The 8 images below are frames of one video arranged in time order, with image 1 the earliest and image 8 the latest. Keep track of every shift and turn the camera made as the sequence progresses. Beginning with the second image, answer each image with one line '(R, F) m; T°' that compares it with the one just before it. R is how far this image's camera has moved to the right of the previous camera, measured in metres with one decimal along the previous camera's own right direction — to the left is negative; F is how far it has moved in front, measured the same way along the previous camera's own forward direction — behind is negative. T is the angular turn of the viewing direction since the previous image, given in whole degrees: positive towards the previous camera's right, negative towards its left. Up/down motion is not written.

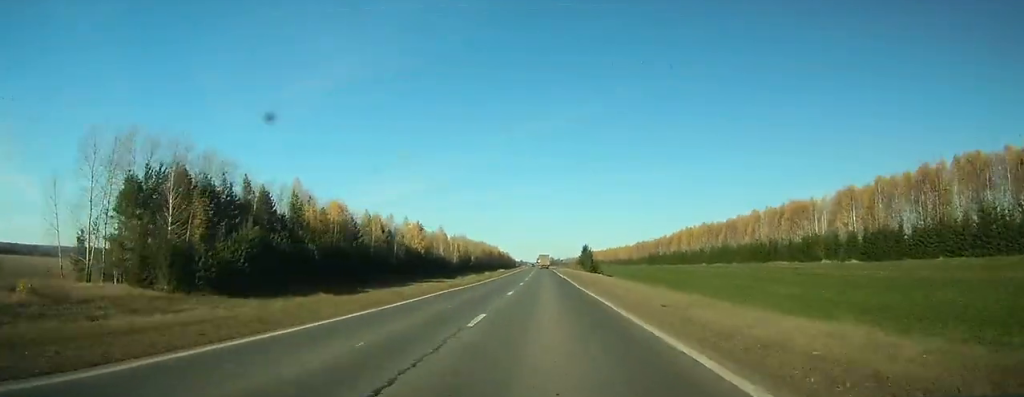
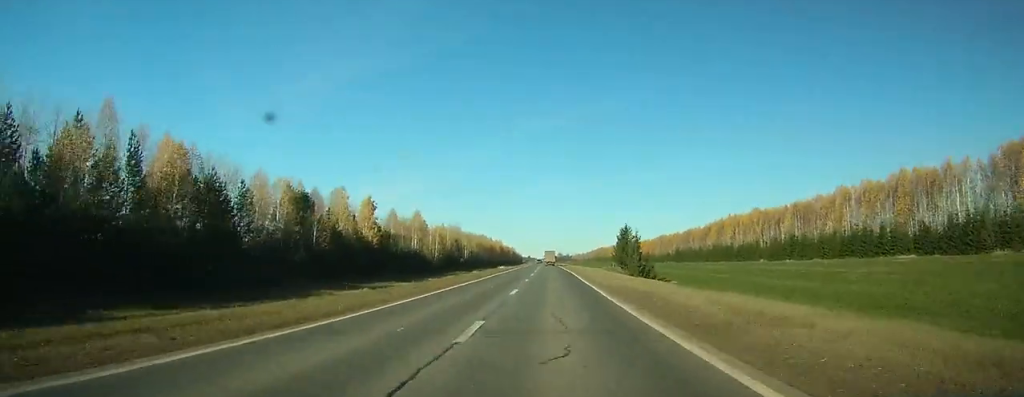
(-0.3, +48.8) m; 0°
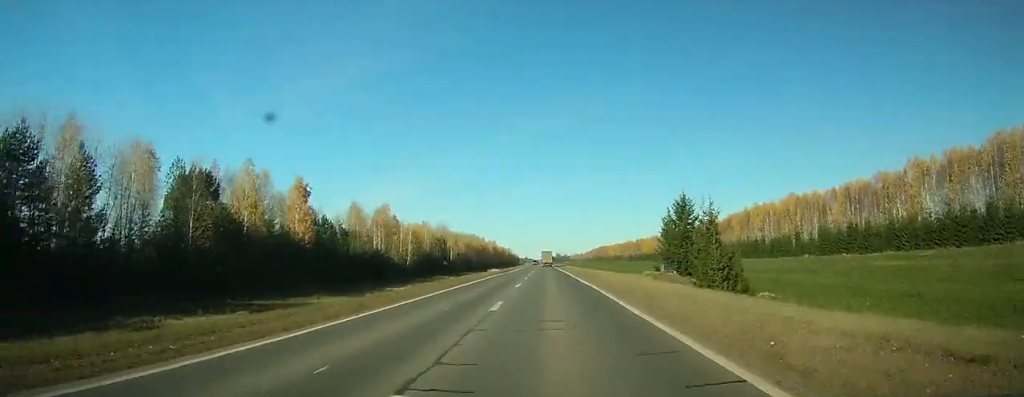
(-0.1, +31.2) m; 0°
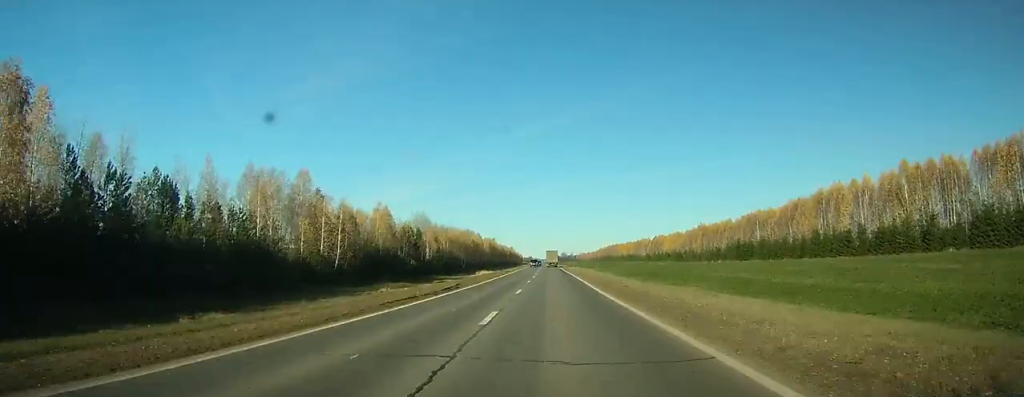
(-0.2, +51.6) m; 0°
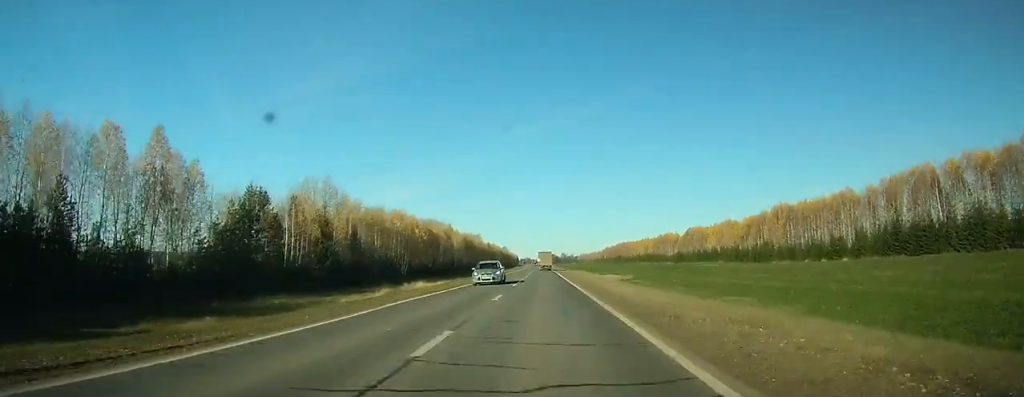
(-0.5, +86.1) m; -1°
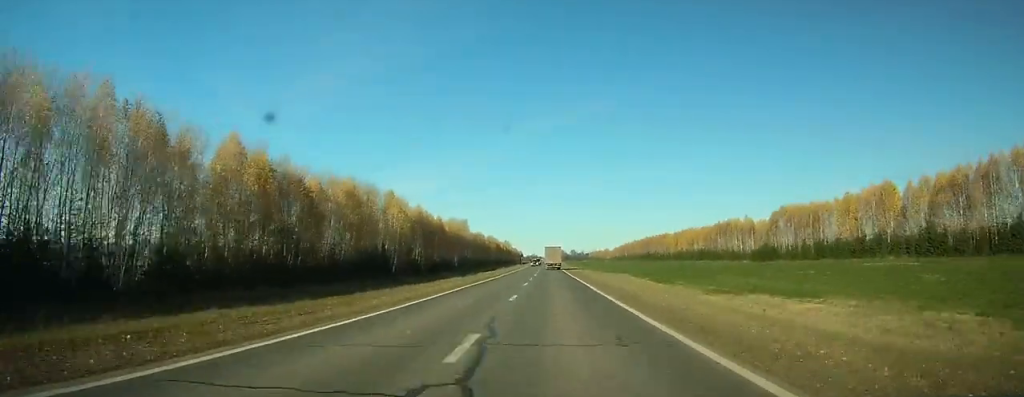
(-1.0, +91.9) m; -1°
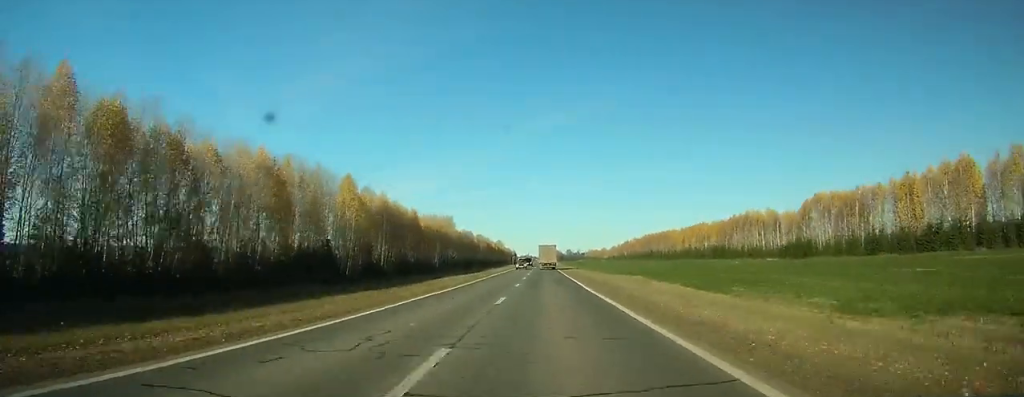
(+0.1, +26.4) m; 0°
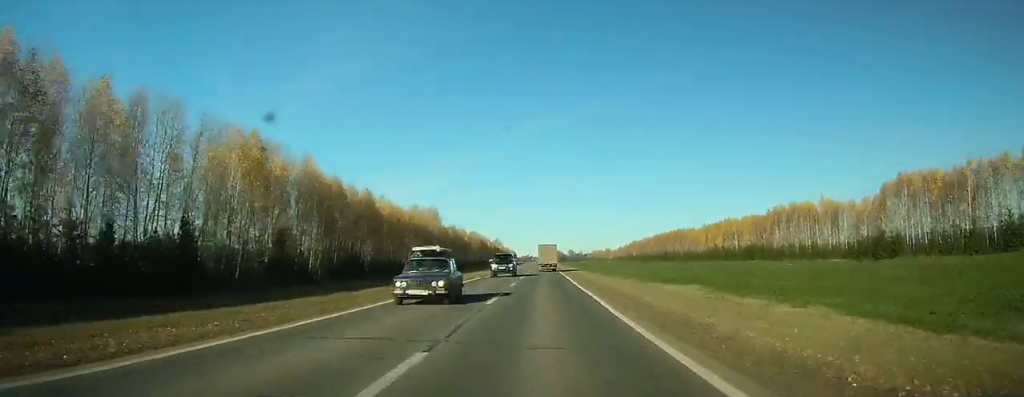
(+0.1, +36.9) m; 0°
